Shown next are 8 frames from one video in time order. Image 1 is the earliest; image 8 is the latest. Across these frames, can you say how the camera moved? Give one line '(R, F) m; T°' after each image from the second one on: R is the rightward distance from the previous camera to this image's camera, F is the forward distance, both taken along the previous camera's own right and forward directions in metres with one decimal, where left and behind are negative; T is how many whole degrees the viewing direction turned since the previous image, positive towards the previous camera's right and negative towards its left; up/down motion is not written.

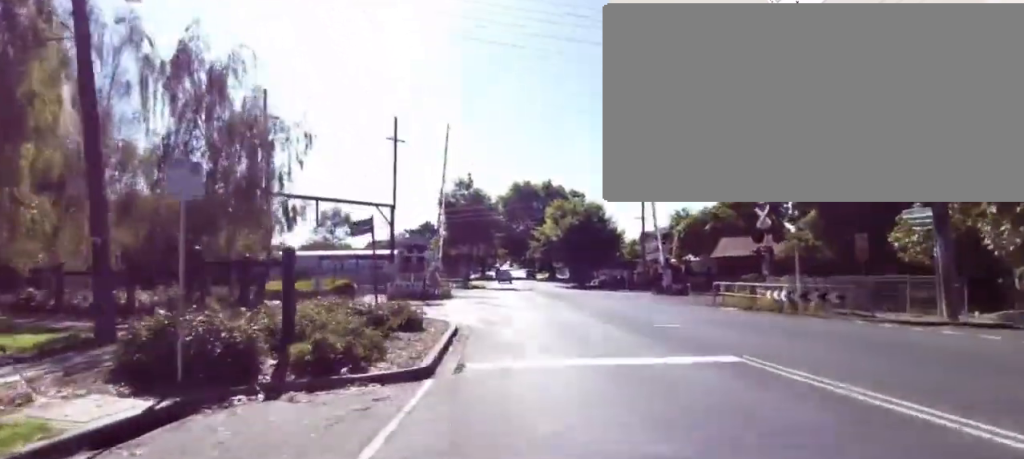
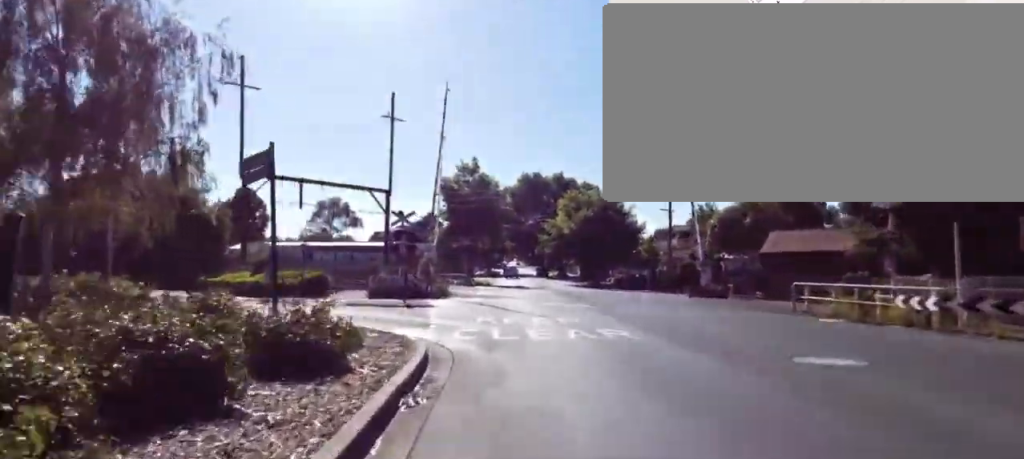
(+0.2, +7.9) m; -4°
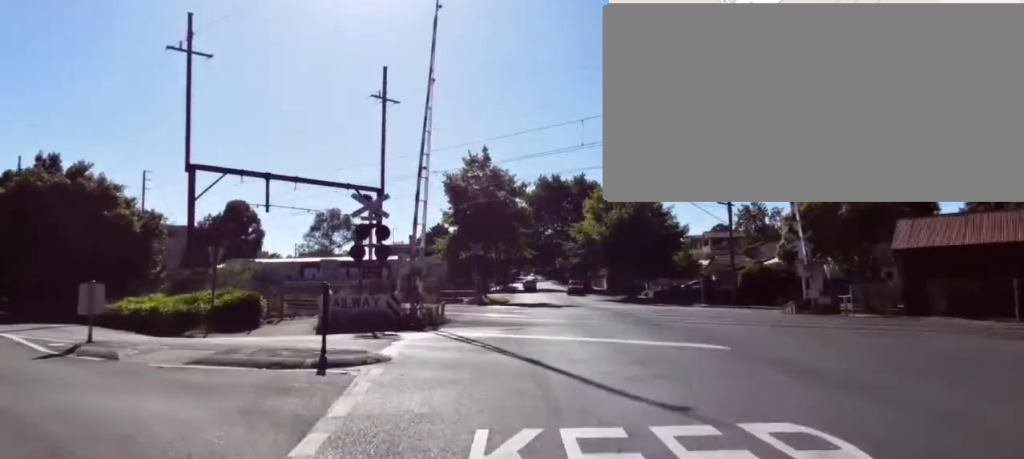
(-1.3, +11.1) m; -7°
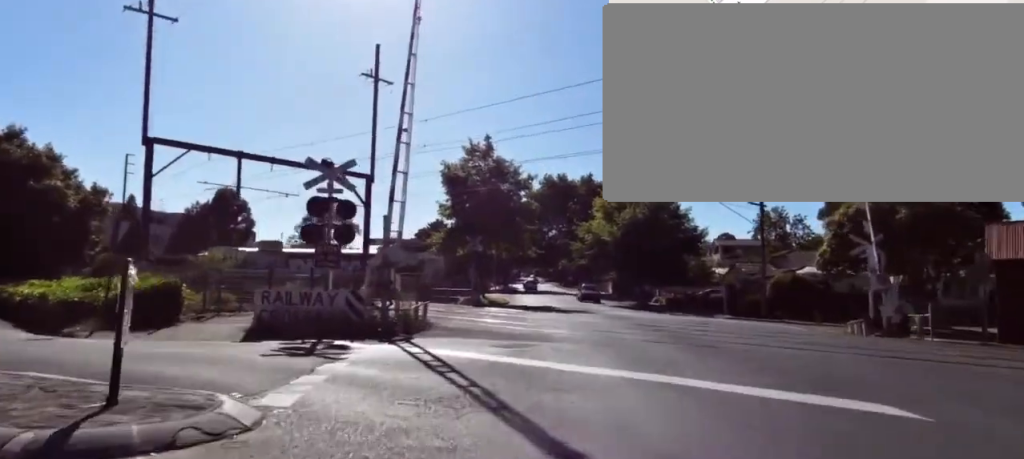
(0.0, +4.6) m; 0°
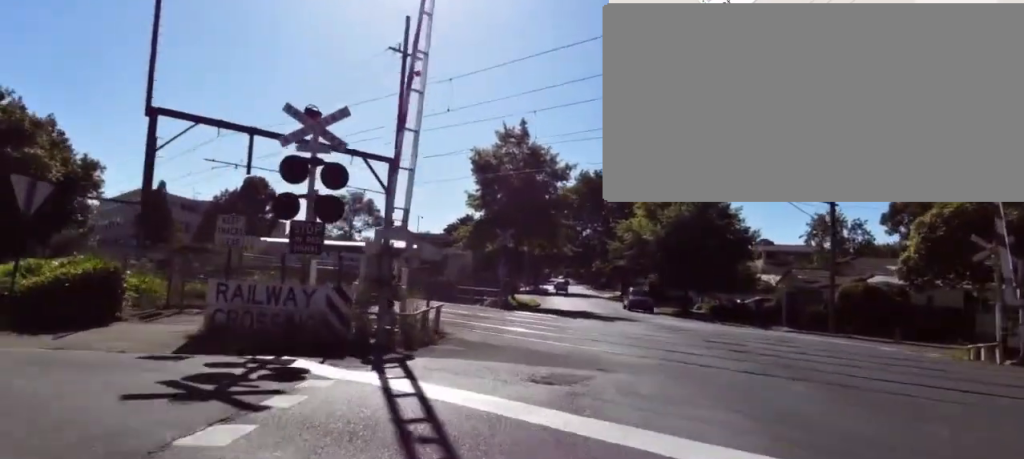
(0.0, +3.3) m; 0°
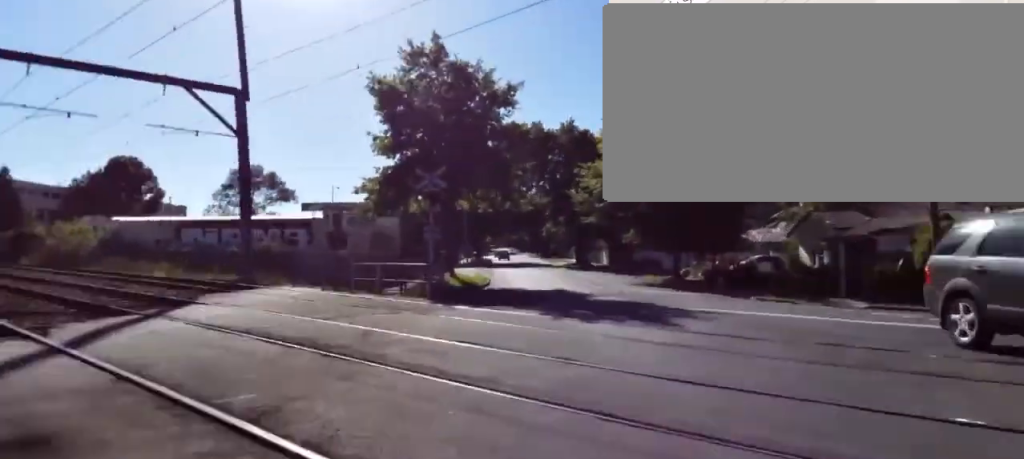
(+0.2, +11.7) m; +6°
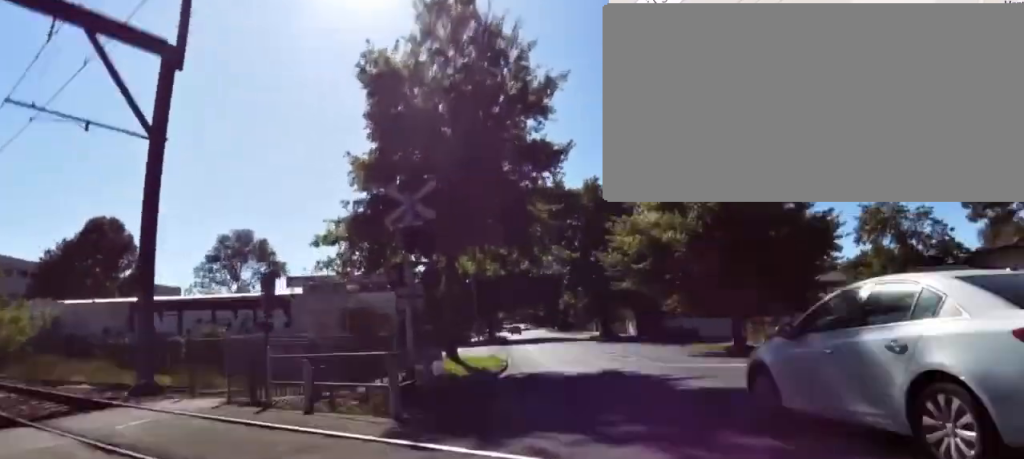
(+1.0, +7.8) m; +6°
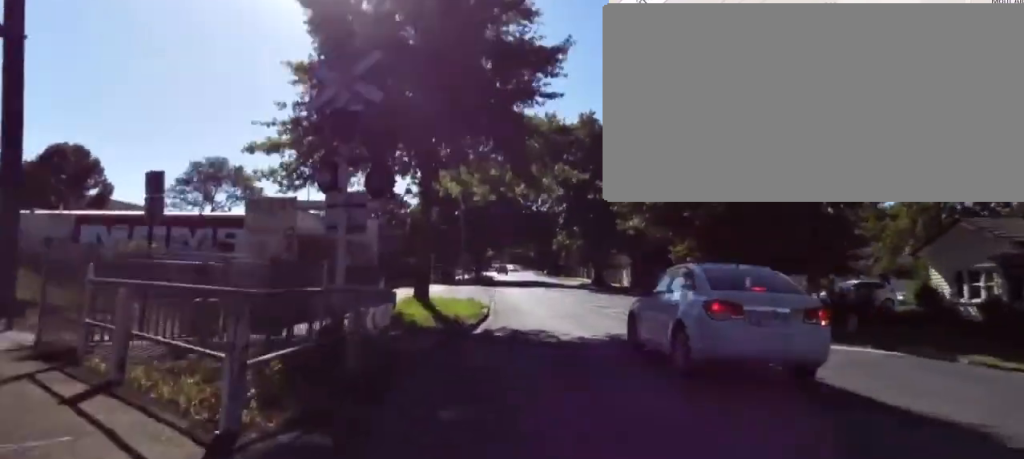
(0.0, +4.7) m; -5°
